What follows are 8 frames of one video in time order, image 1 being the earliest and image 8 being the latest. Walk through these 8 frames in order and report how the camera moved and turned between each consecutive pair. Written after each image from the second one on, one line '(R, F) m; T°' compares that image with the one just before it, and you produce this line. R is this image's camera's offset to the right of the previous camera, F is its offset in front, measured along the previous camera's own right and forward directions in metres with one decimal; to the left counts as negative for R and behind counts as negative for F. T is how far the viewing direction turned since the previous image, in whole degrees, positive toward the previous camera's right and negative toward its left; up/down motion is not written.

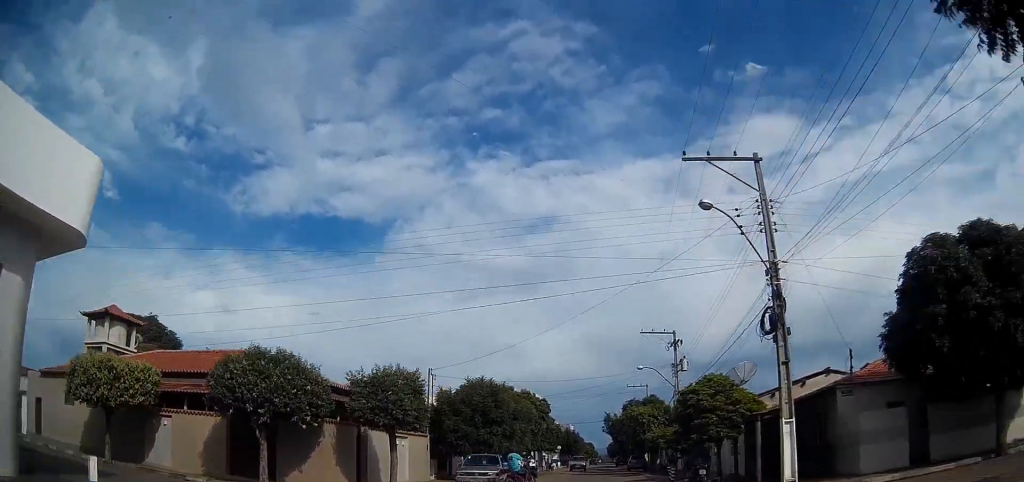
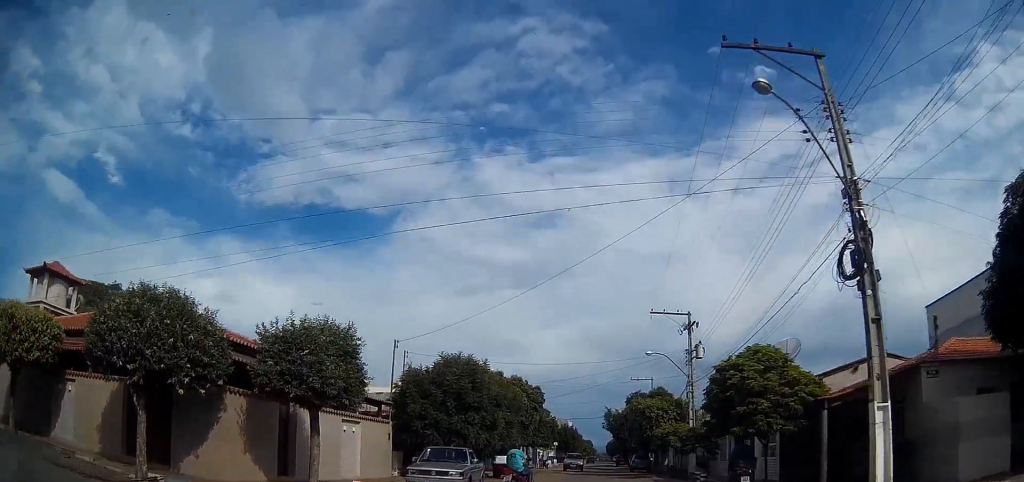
(+0.1, +5.0) m; -1°
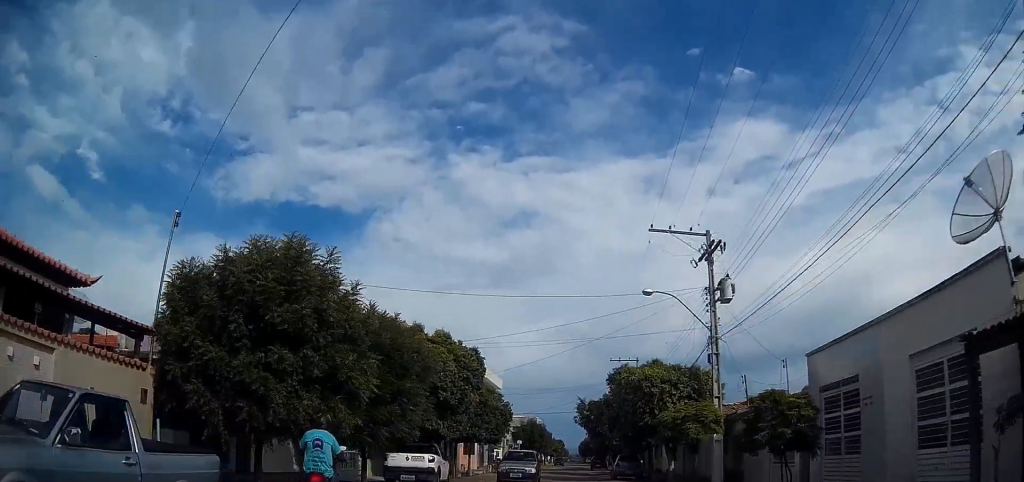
(-0.1, +12.1) m; +1°
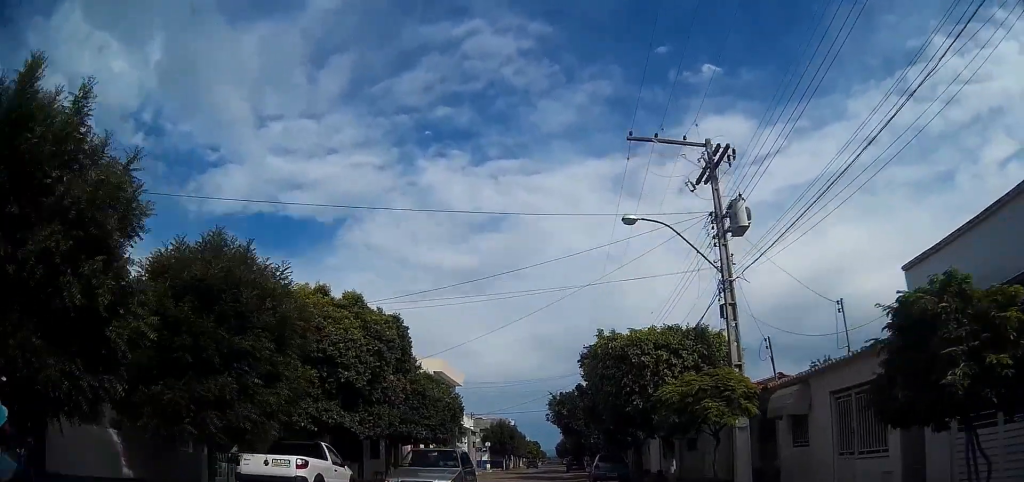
(+0.1, +6.7) m; 0°
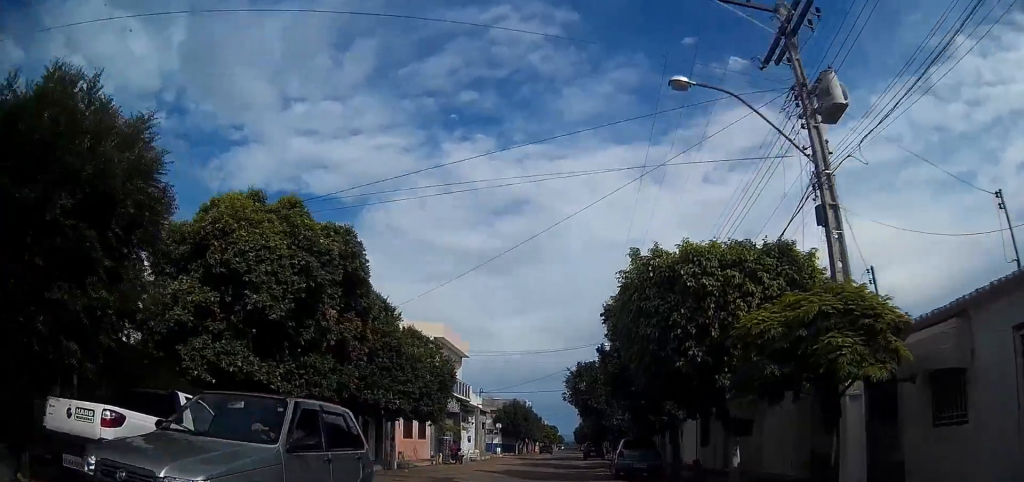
(0.0, +5.3) m; -1°
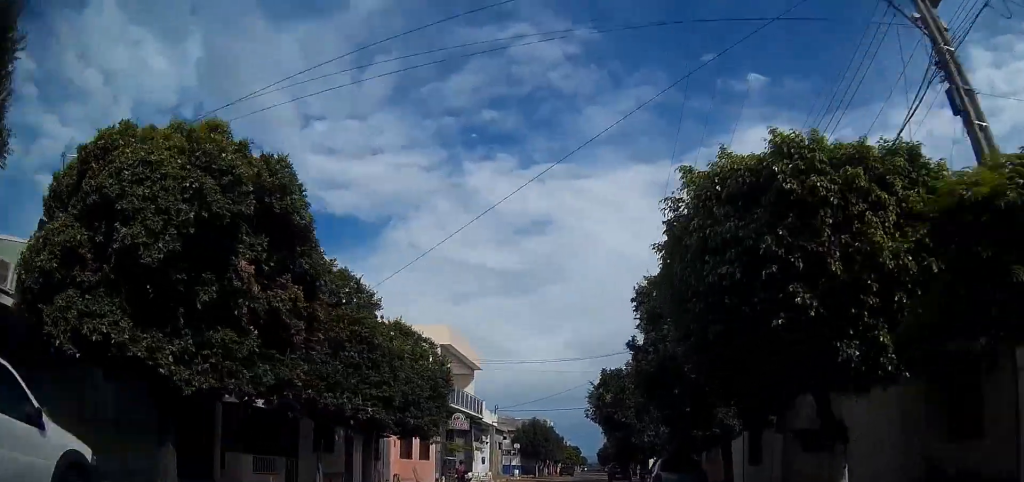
(-0.1, +3.8) m; -1°
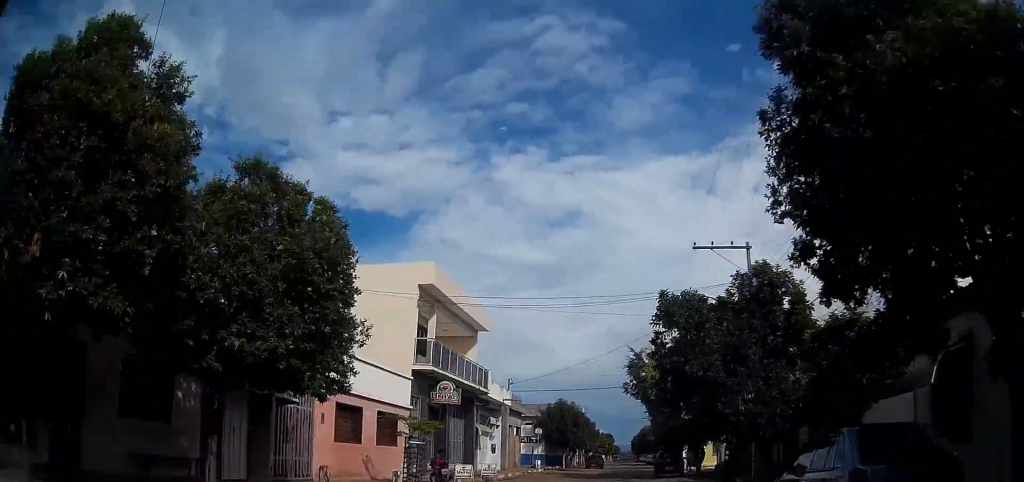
(-0.1, +9.7) m; -1°
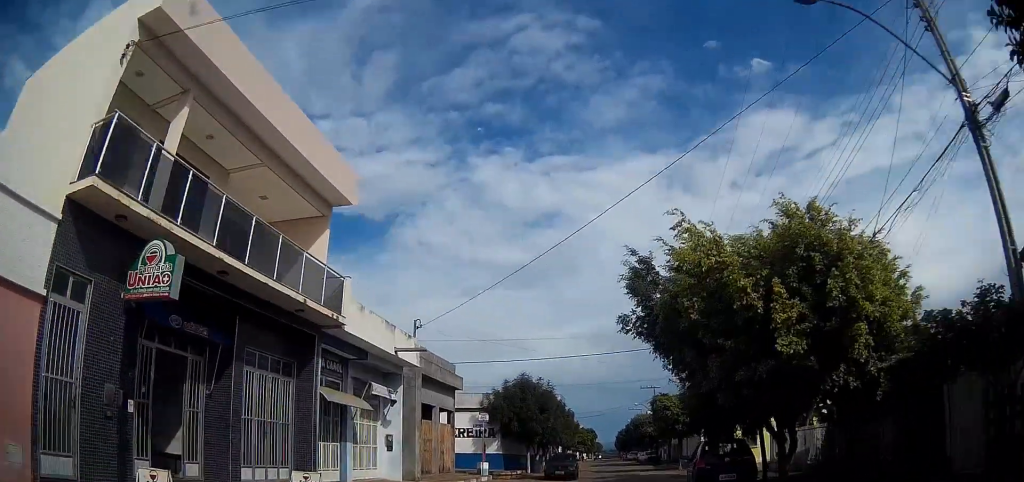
(0.0, +15.3) m; 0°
